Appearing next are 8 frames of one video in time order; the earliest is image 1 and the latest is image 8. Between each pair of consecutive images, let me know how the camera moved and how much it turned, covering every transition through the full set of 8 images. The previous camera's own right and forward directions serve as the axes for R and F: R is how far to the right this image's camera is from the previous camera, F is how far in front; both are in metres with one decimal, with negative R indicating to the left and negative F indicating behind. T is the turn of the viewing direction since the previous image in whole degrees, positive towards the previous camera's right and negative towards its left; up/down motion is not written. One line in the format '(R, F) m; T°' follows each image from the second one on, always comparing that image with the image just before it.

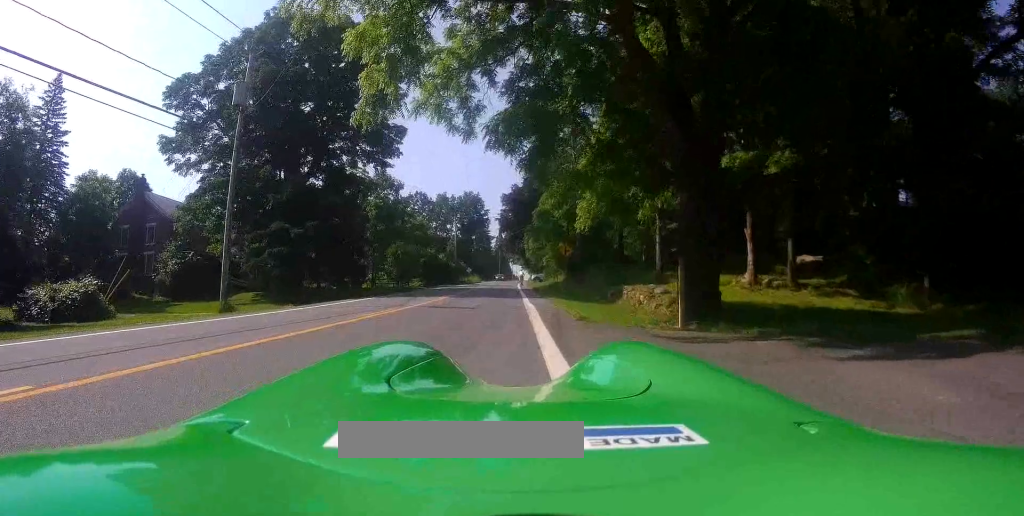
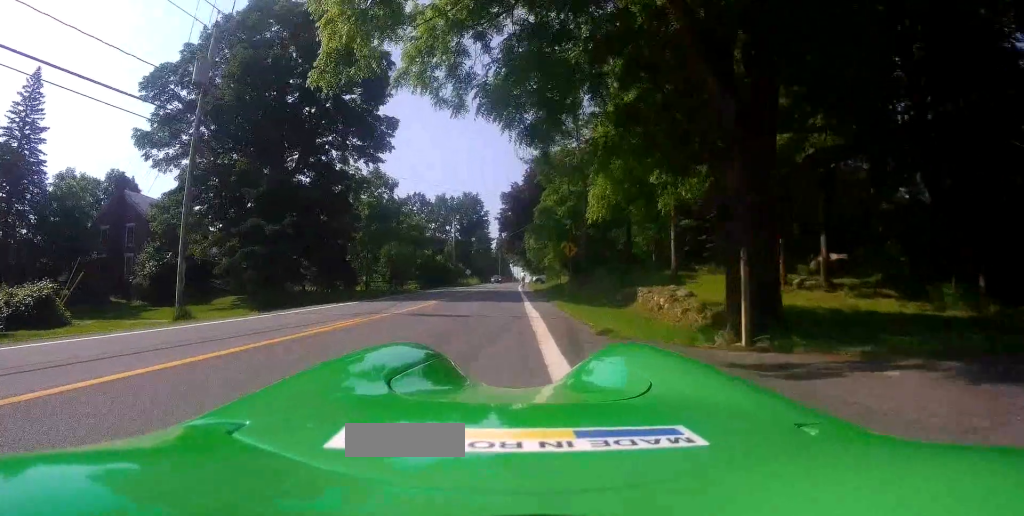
(+0.3, +2.9) m; -1°
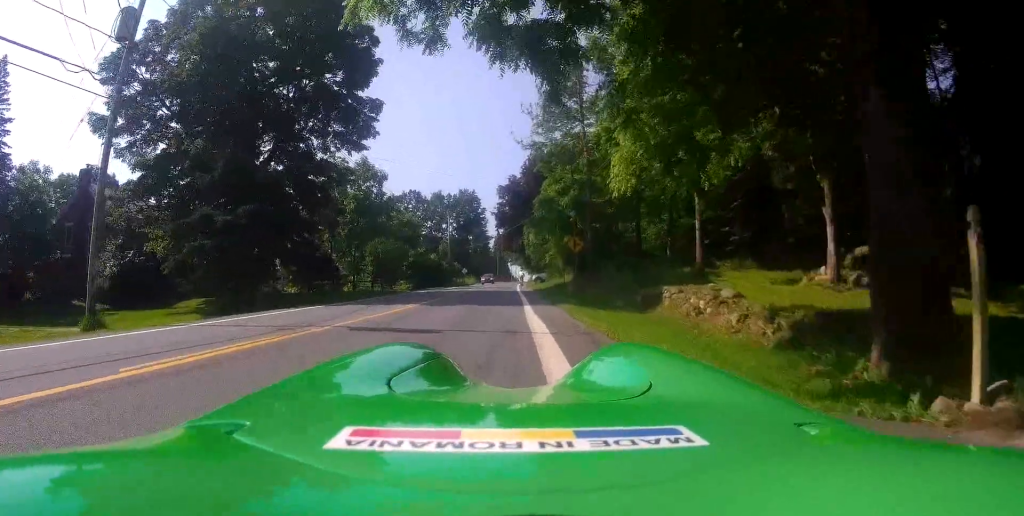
(-0.4, +4.0) m; -6°
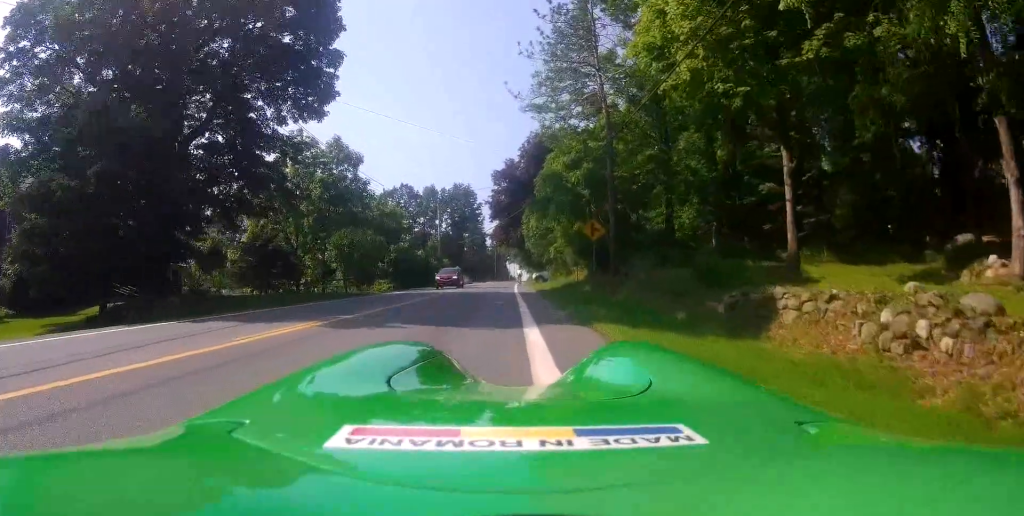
(-0.1, +8.0) m; -3°
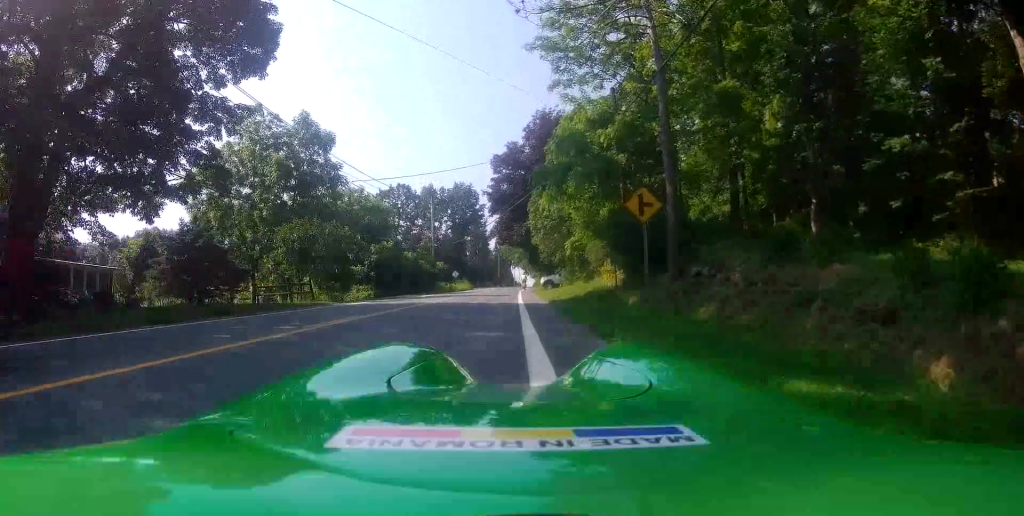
(-0.5, +8.7) m; +1°
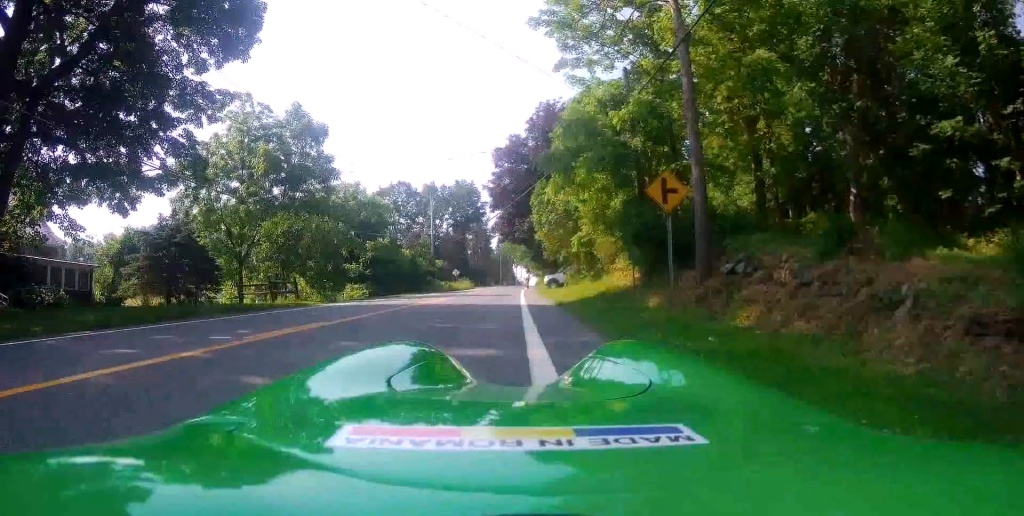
(+0.1, +2.2) m; +1°
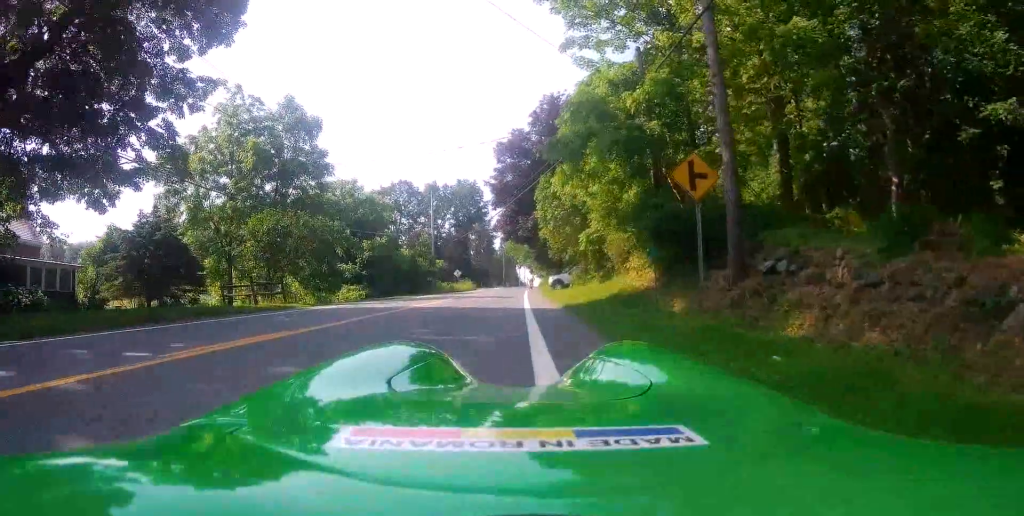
(0.0, +2.0) m; -2°
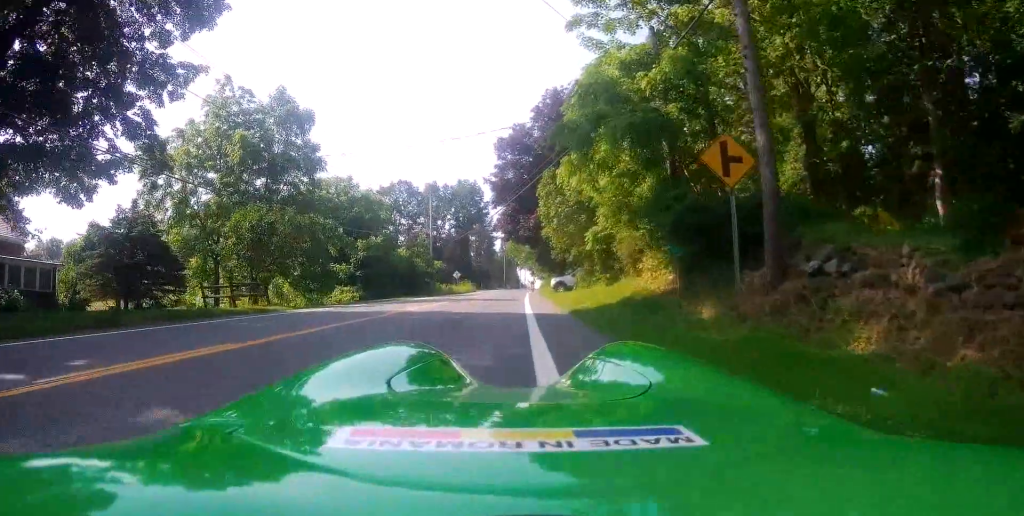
(0.0, +1.9) m; -4°
